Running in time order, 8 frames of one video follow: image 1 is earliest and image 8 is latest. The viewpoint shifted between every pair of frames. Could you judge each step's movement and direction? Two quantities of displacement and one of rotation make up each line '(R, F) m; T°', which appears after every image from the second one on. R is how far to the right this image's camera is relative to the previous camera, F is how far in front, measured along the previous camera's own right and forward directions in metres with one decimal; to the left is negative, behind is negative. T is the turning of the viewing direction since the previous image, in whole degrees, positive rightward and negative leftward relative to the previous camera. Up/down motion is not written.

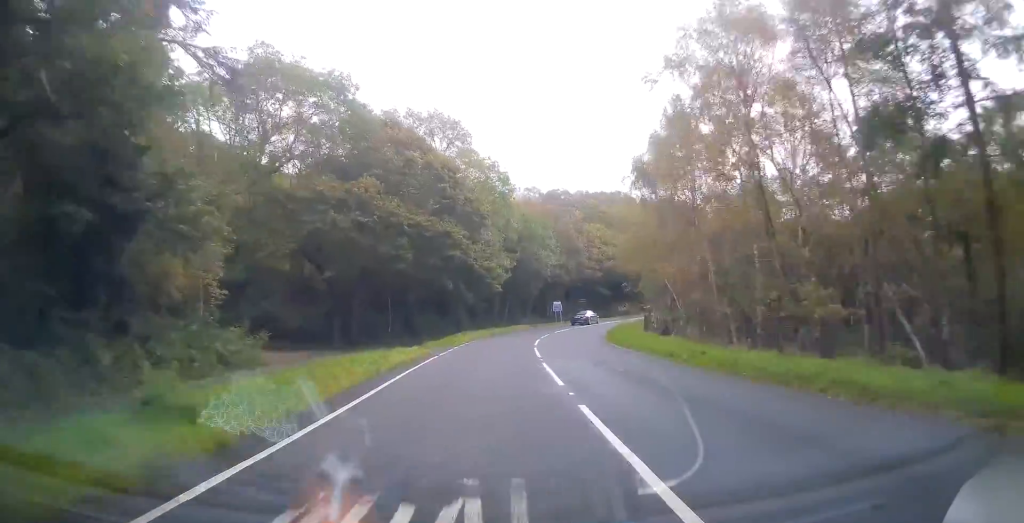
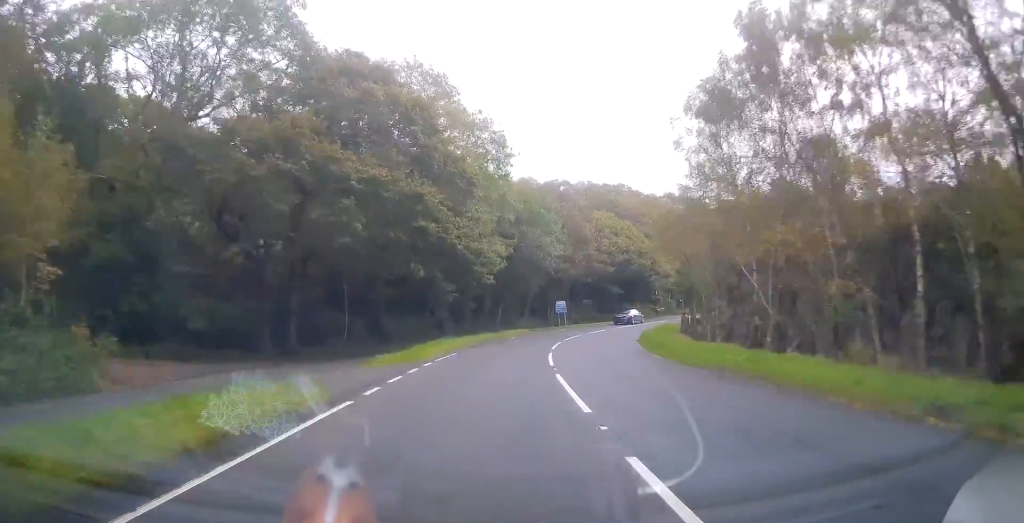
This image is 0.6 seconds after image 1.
(0.0, +12.4) m; 0°
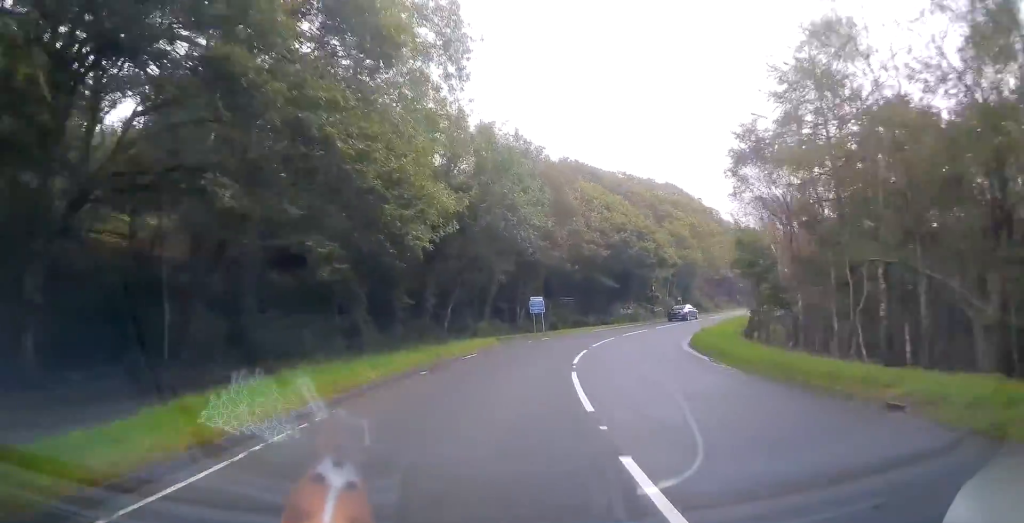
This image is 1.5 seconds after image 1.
(+0.1, +18.0) m; +6°
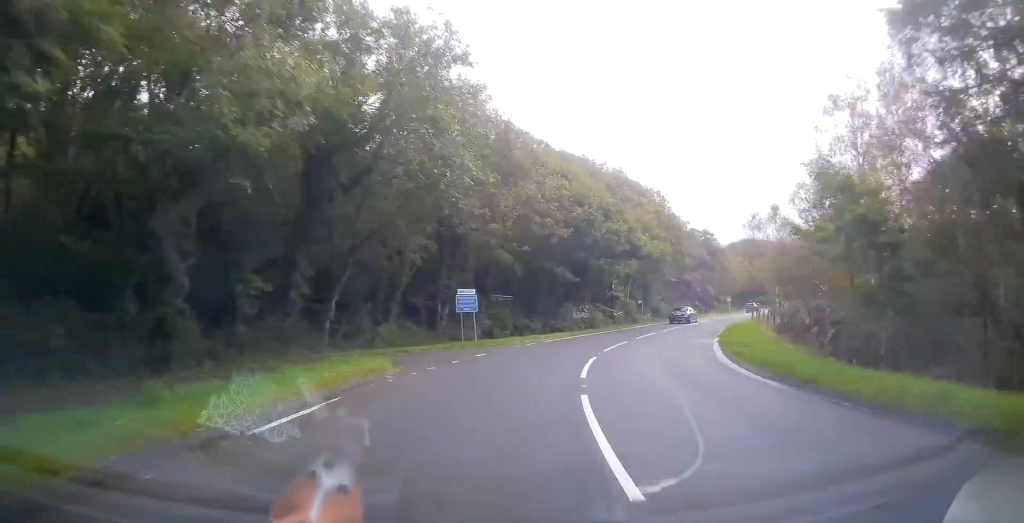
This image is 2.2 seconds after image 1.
(+0.7, +13.3) m; +8°
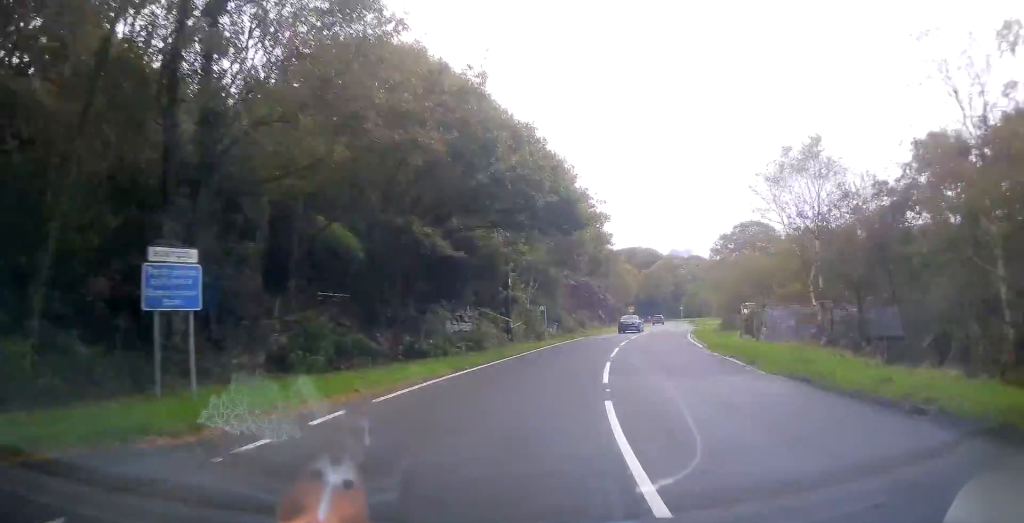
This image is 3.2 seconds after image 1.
(+2.3, +18.2) m; +13°
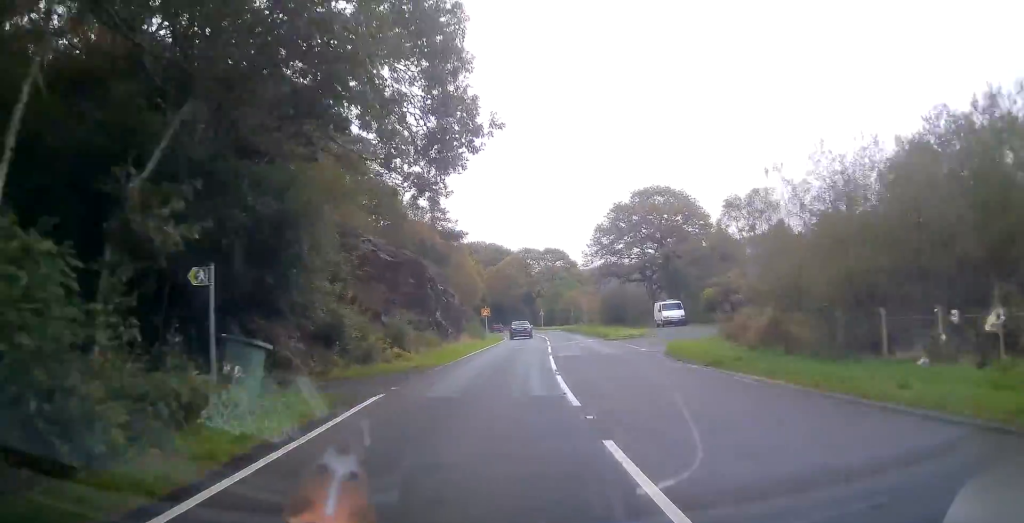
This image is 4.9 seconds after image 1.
(+4.6, +30.3) m; +15°
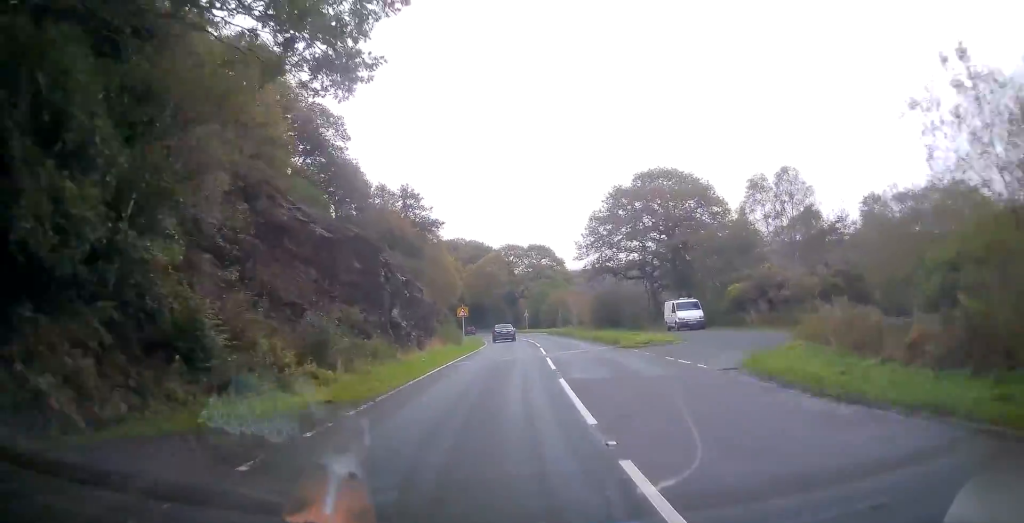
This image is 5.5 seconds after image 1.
(+0.5, +9.5) m; +1°
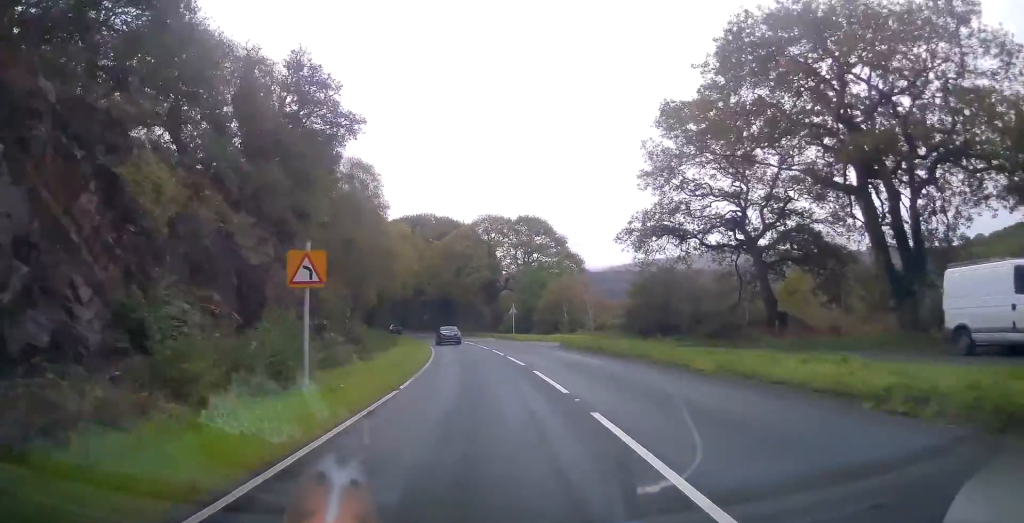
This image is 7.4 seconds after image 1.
(+0.3, +33.3) m; -1°
